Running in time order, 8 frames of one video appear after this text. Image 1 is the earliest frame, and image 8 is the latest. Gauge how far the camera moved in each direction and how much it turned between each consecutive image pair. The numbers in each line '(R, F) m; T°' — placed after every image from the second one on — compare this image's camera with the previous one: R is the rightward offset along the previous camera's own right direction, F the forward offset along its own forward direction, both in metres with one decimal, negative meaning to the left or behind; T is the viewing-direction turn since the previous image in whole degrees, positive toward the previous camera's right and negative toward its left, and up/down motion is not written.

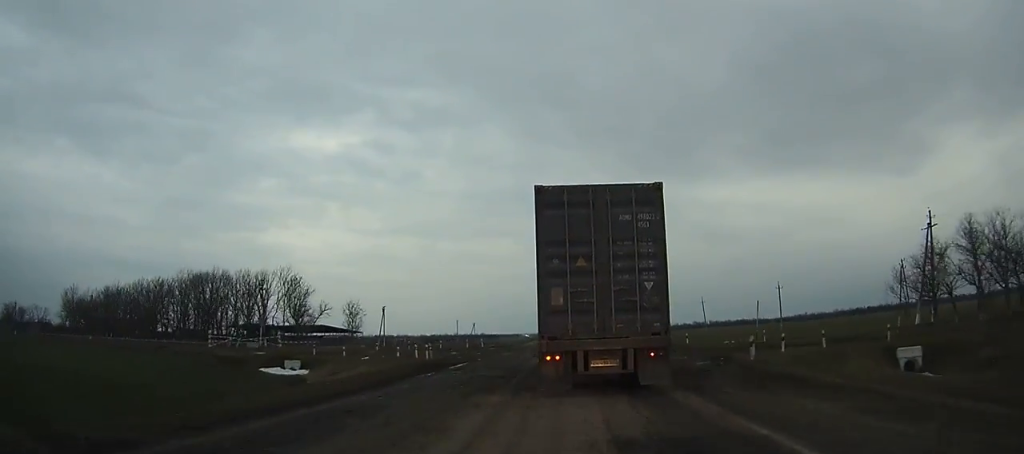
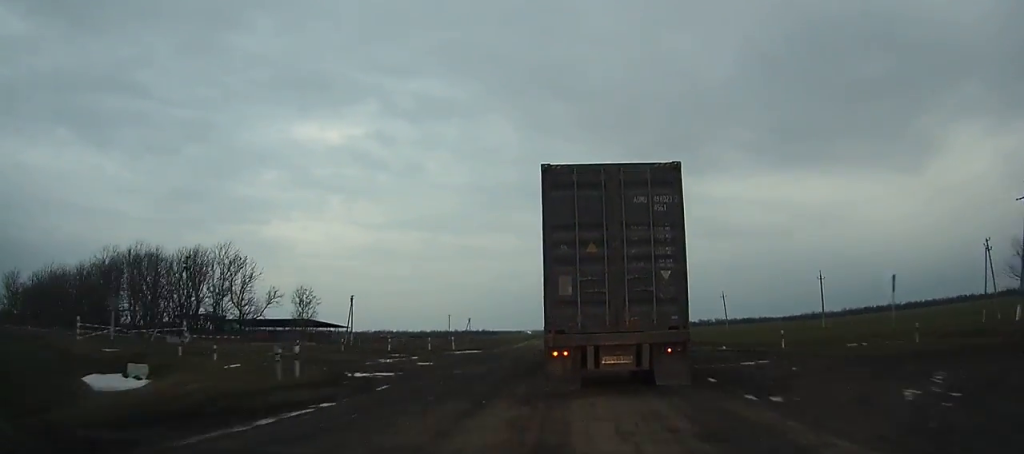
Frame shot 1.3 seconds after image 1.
(+0.1, +18.3) m; 0°
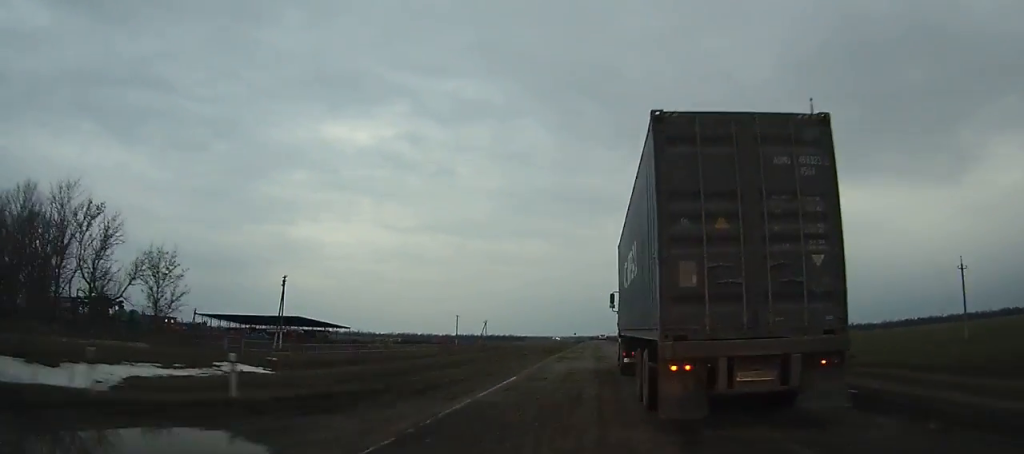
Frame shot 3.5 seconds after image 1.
(-0.2, +33.8) m; 0°
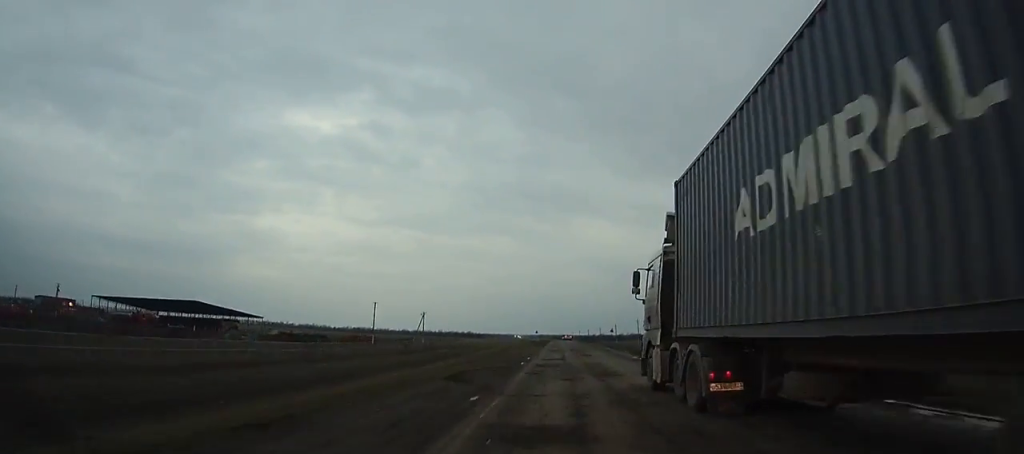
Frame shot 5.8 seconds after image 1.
(+0.2, +38.2) m; +1°
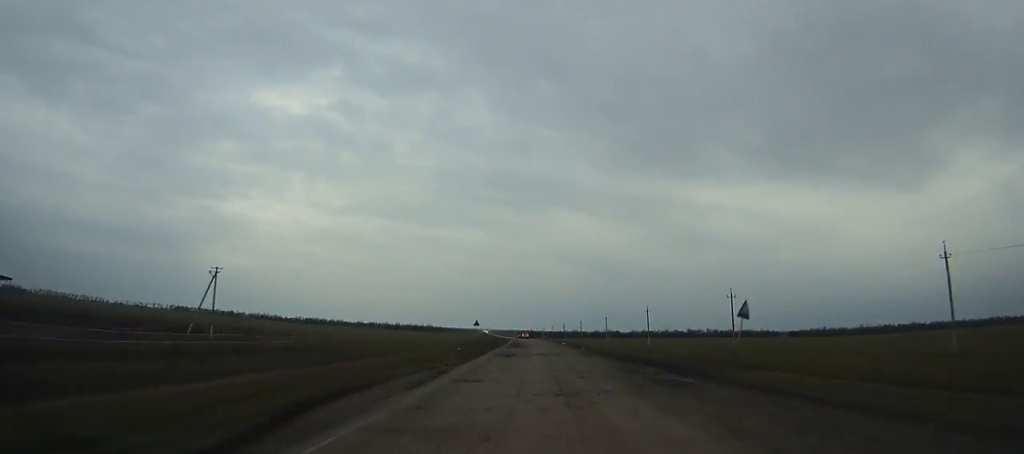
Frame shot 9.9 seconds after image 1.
(+2.1, +75.8) m; +1°
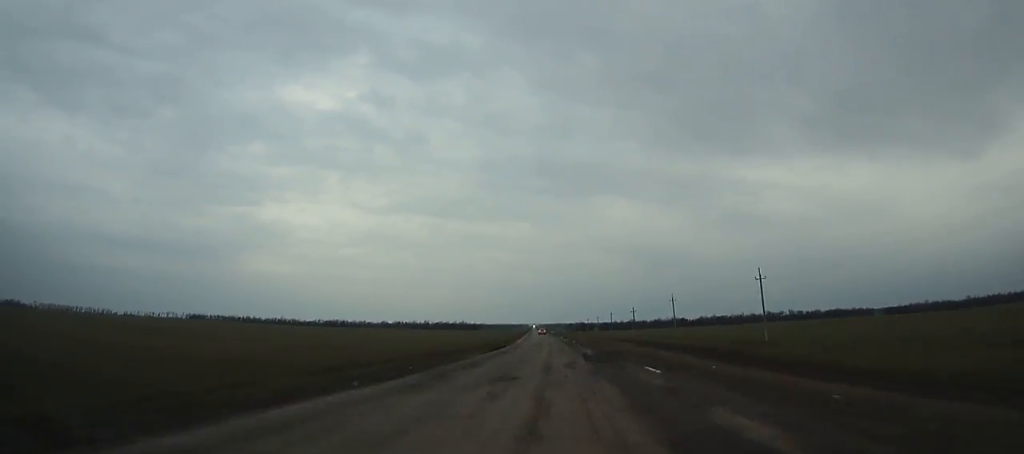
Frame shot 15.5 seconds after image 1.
(-2.8, +113.3) m; -3°
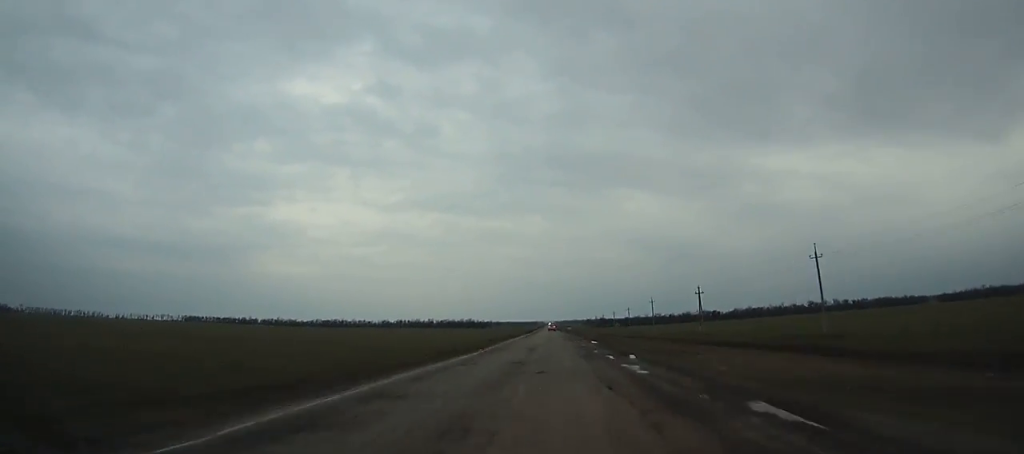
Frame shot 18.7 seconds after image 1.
(-1.2, +66.9) m; -2°
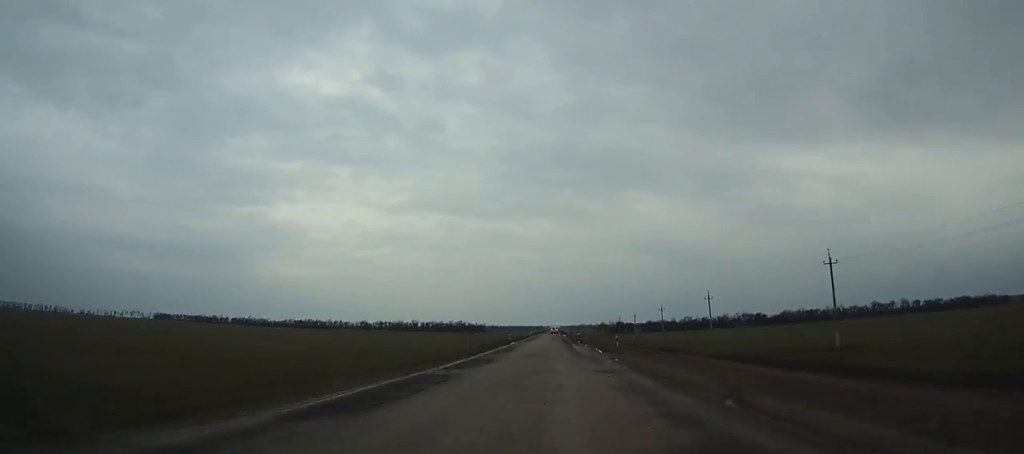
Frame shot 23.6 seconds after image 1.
(-1.2, +103.4) m; -1°
